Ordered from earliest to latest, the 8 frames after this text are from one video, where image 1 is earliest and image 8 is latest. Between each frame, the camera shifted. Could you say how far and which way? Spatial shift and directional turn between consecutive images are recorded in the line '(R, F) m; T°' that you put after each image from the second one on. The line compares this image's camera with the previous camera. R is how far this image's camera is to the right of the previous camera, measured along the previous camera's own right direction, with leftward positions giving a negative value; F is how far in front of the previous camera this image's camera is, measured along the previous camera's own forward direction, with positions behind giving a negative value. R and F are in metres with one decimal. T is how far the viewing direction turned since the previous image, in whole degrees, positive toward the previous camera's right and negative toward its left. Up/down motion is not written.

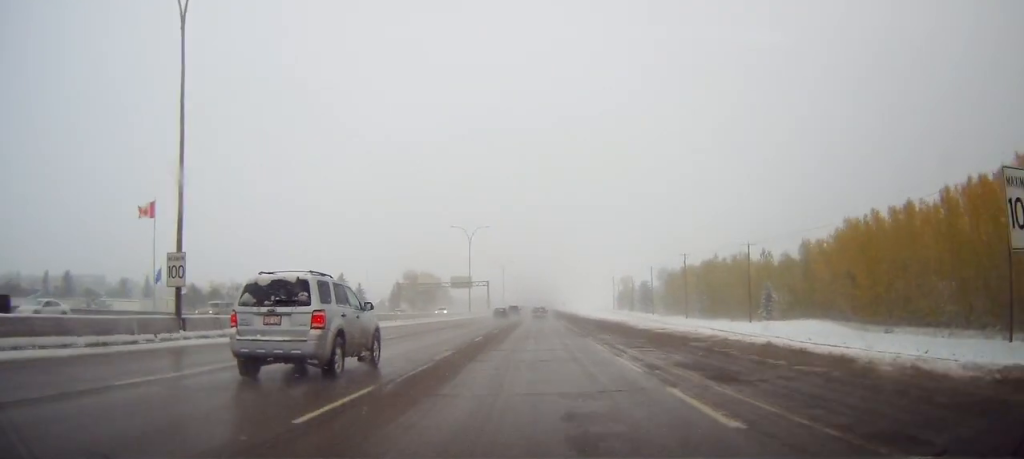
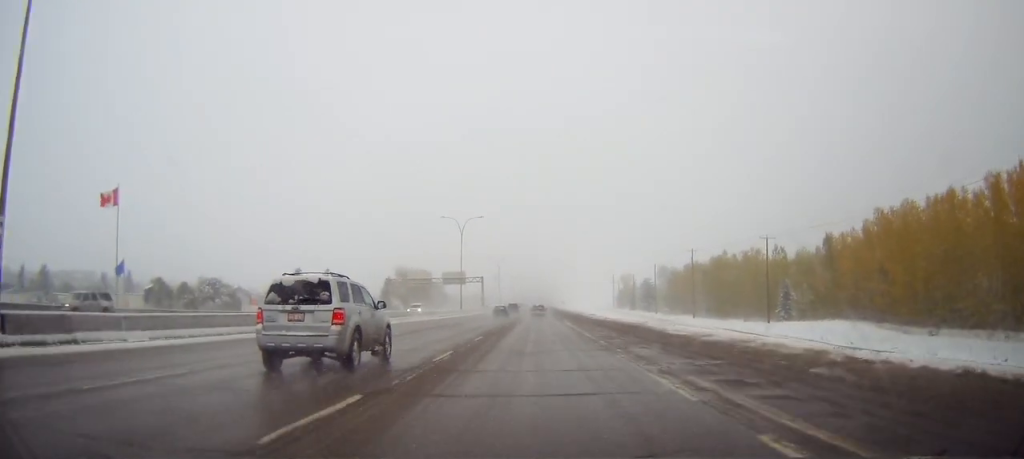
(+0.2, +10.0) m; +1°
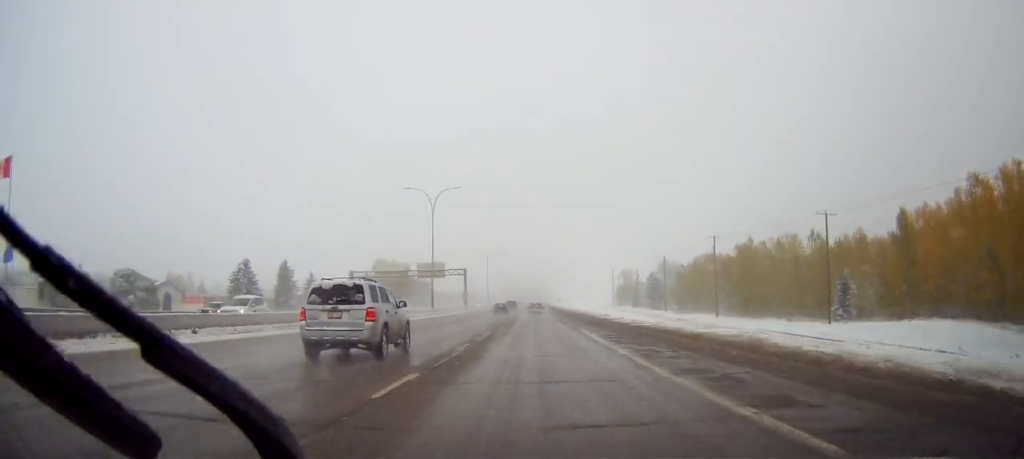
(+0.3, +23.9) m; 0°
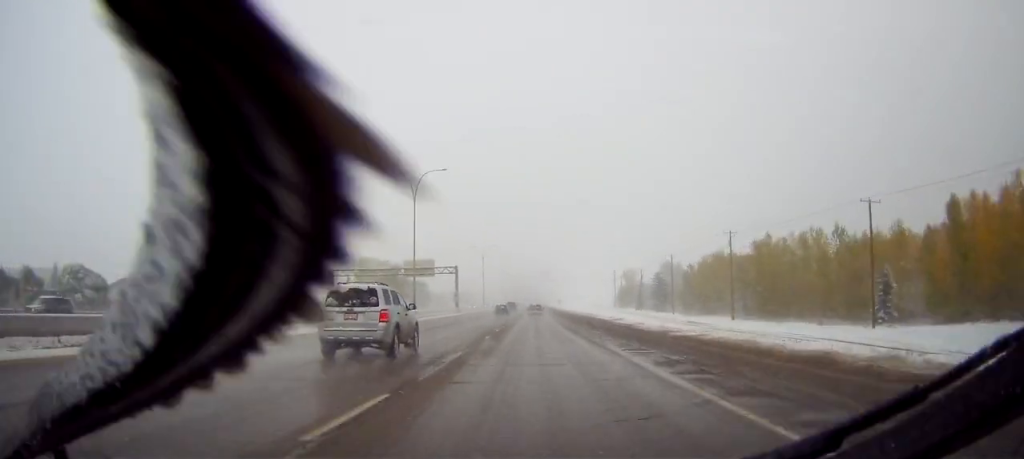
(0.0, +11.7) m; 0°
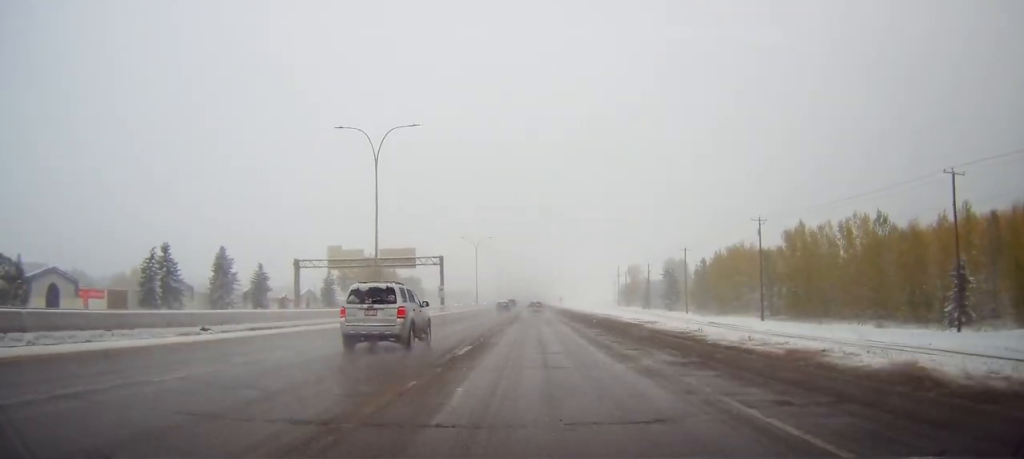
(-0.4, +16.4) m; 0°
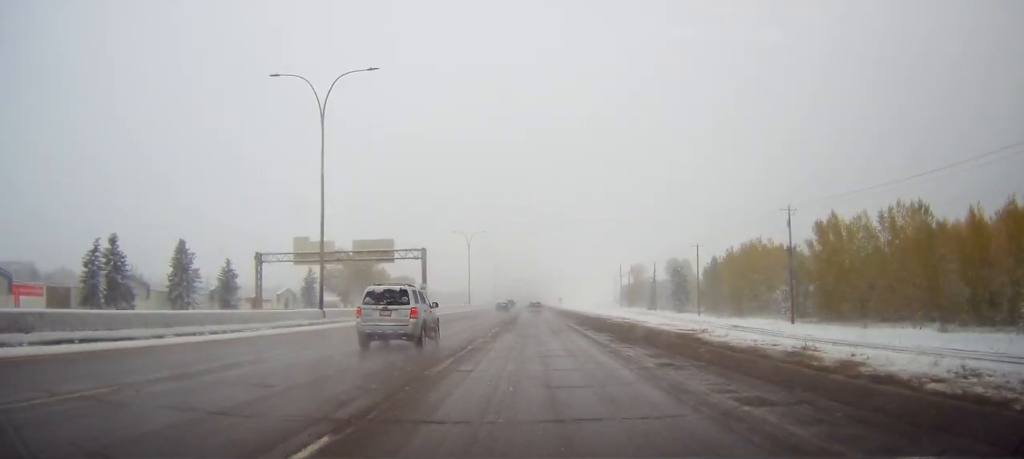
(+0.2, +13.3) m; 0°
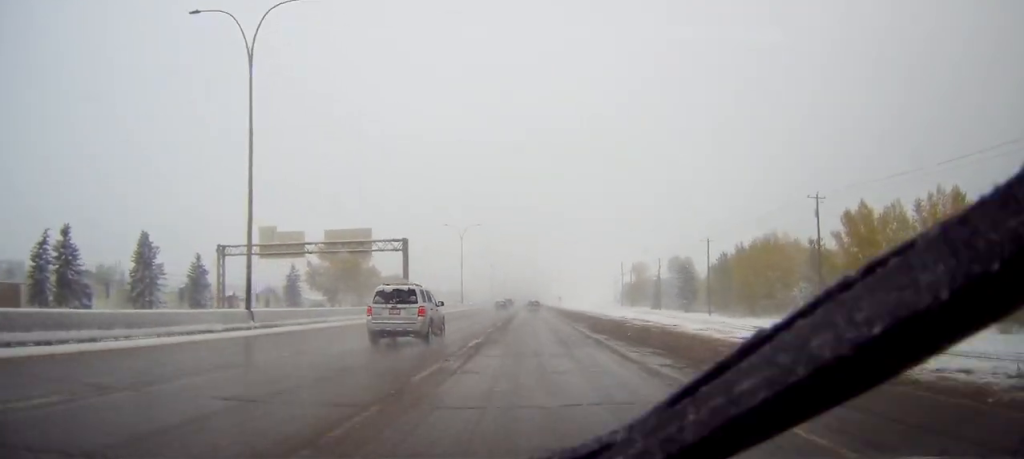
(+0.2, +10.1) m; 0°
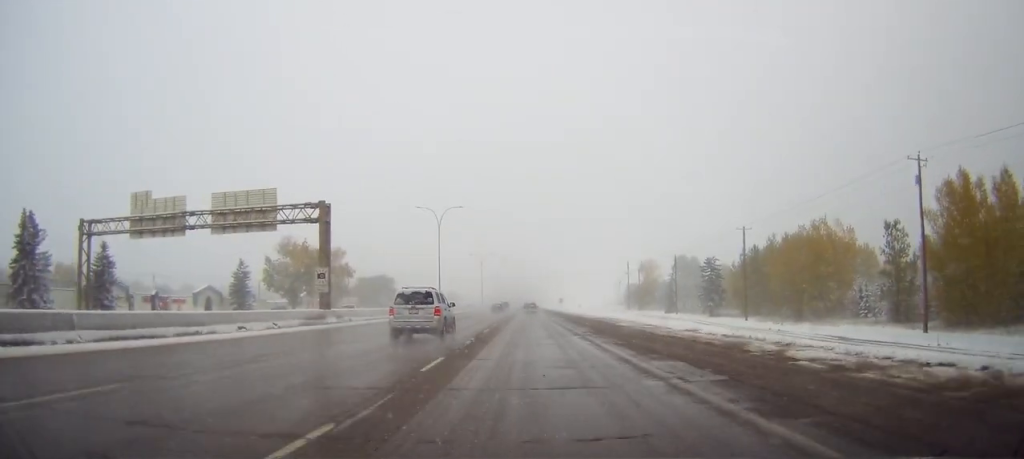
(-0.3, +24.9) m; 0°
